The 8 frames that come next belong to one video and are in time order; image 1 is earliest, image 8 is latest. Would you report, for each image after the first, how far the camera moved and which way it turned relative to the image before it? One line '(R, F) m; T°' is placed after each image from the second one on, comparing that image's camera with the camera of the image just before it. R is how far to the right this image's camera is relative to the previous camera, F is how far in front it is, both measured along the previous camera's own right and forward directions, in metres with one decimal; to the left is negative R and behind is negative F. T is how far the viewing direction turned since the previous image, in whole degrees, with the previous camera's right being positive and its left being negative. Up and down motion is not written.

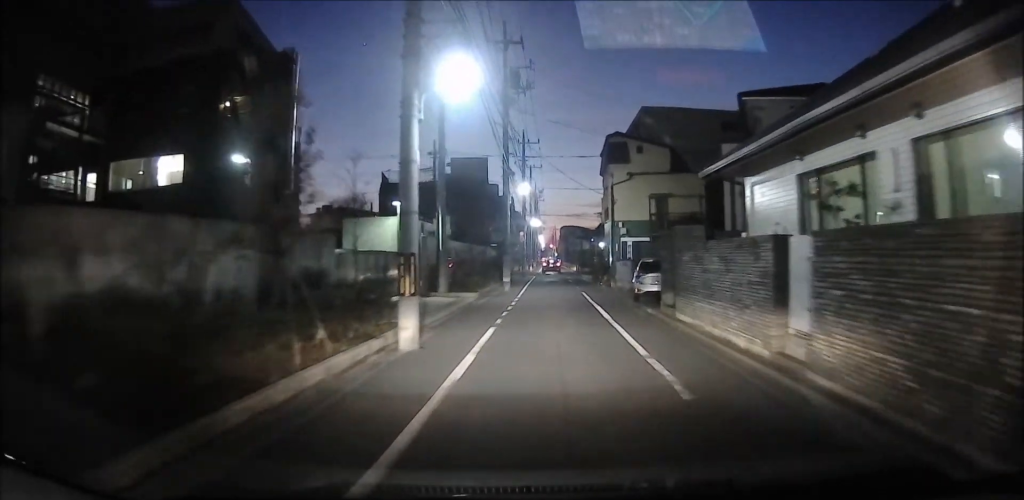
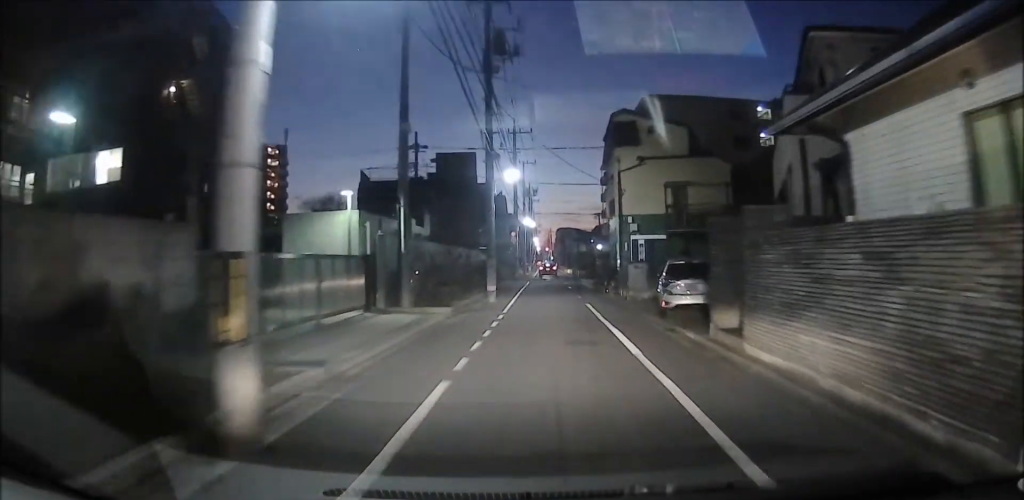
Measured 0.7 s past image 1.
(0.0, +4.7) m; 0°
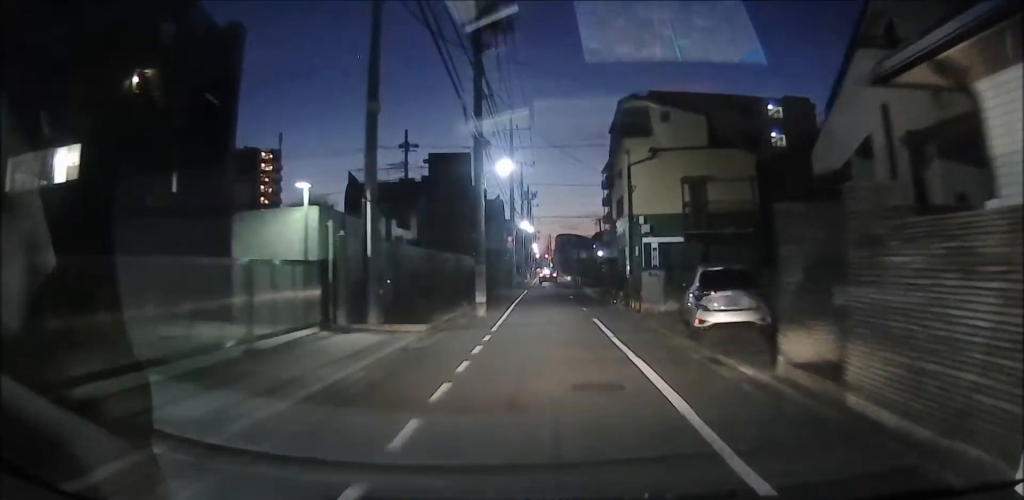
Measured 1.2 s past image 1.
(+0.1, +2.9) m; +1°
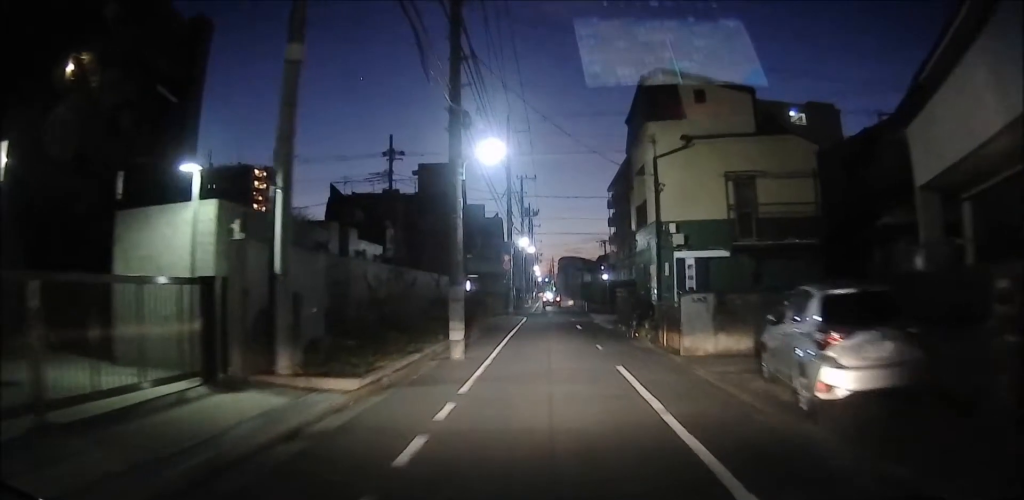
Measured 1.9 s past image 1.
(-0.1, +5.2) m; -1°
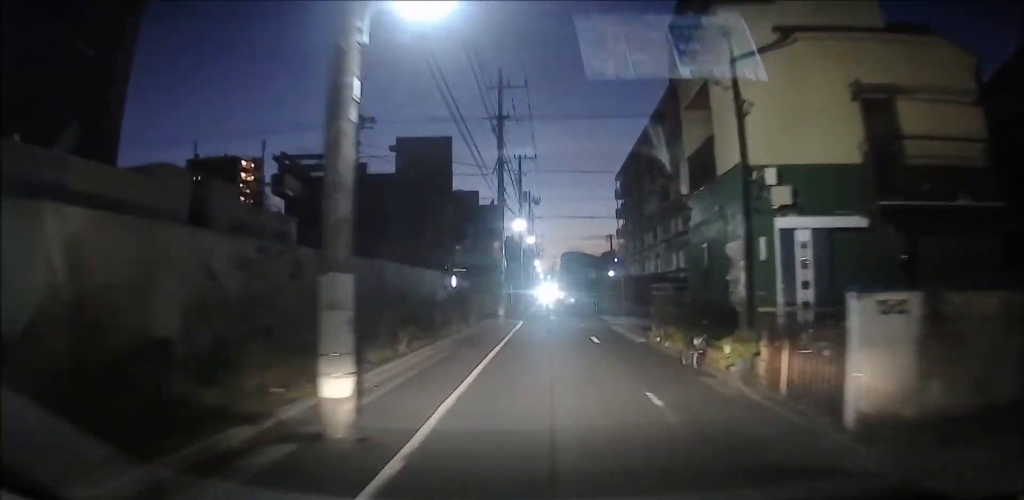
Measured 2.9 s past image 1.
(-0.1, +8.1) m; 0°
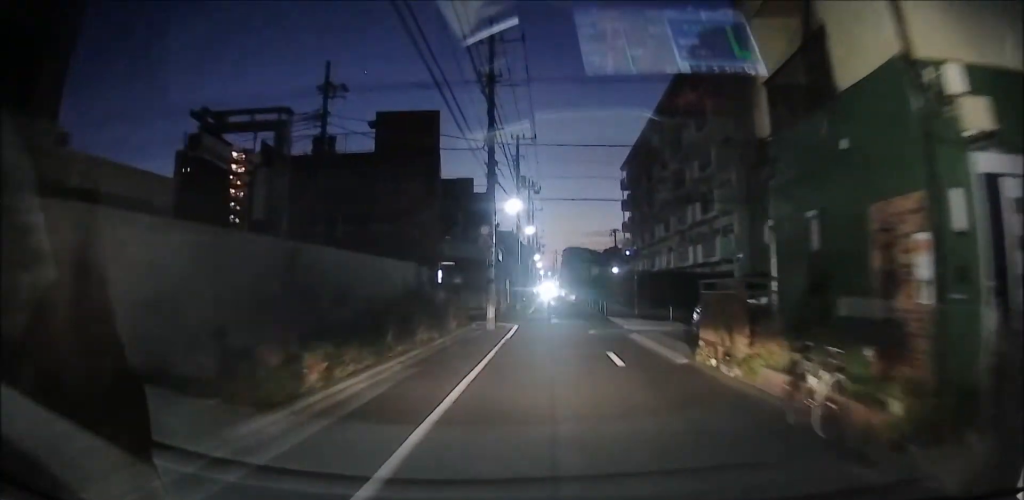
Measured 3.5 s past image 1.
(0.0, +5.1) m; +1°
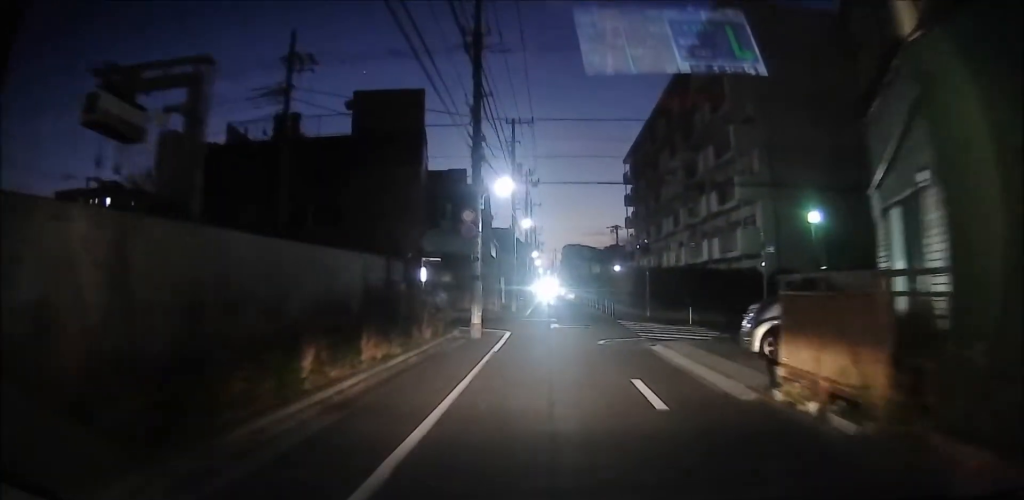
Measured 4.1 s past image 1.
(+0.1, +4.3) m; +1°
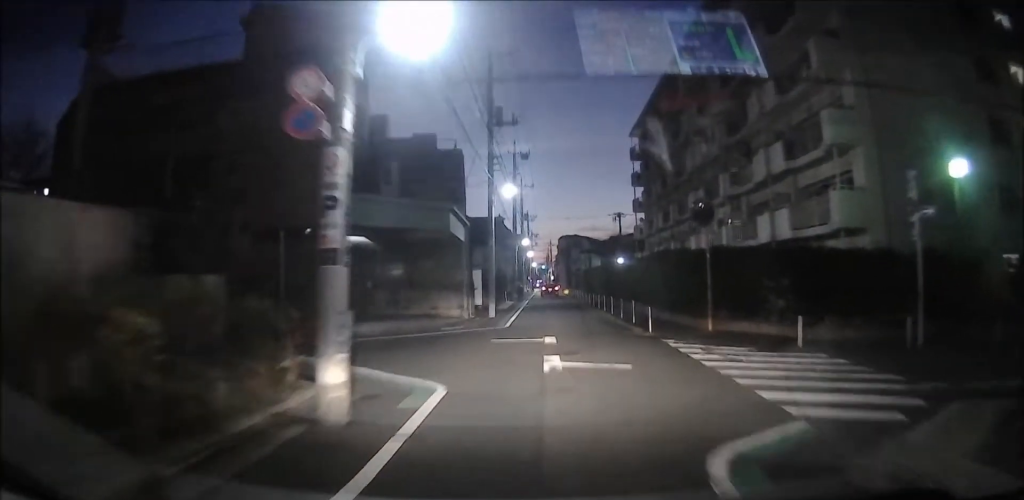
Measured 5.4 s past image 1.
(+0.1, +11.3) m; 0°
